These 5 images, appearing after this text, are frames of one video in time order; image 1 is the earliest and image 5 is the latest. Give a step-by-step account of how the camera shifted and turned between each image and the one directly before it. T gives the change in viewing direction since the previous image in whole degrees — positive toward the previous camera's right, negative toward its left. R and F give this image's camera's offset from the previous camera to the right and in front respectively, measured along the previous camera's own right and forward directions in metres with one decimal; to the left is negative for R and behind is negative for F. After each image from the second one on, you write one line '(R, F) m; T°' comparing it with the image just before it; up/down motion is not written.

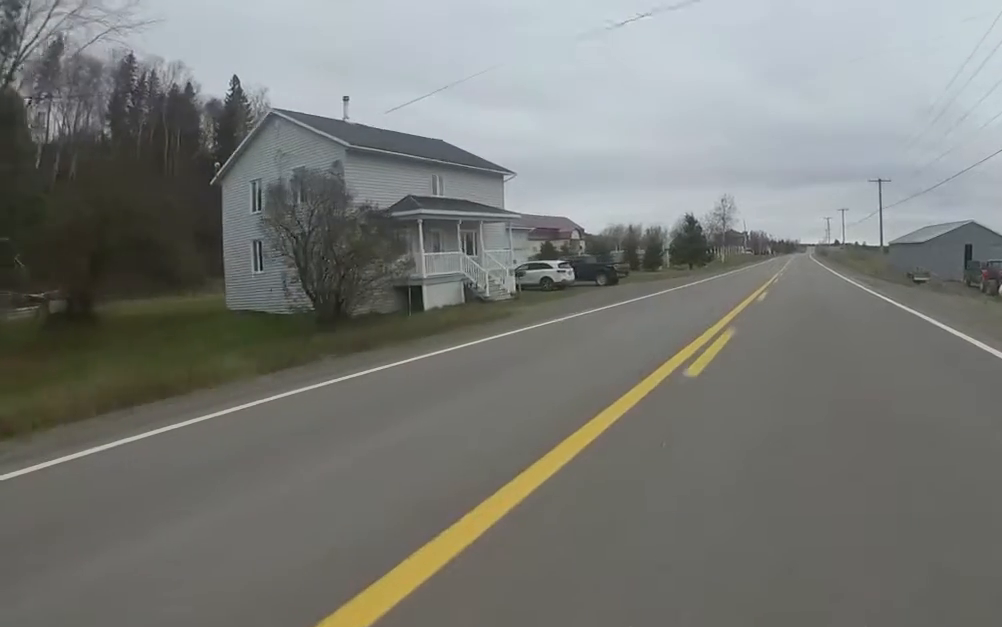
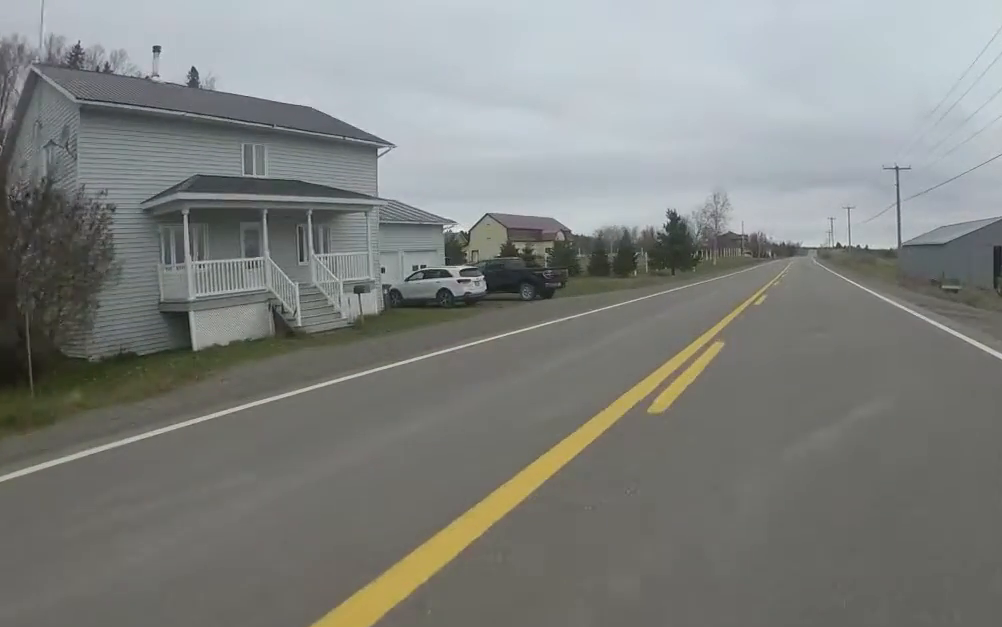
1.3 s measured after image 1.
(+0.3, +10.1) m; -3°
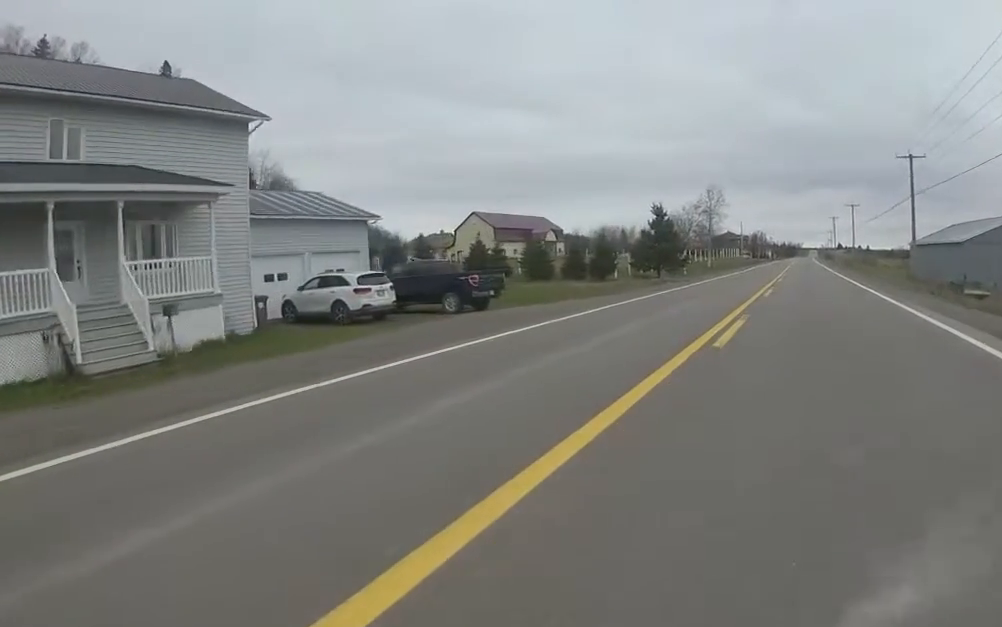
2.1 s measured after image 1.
(-0.8, +6.2) m; 0°
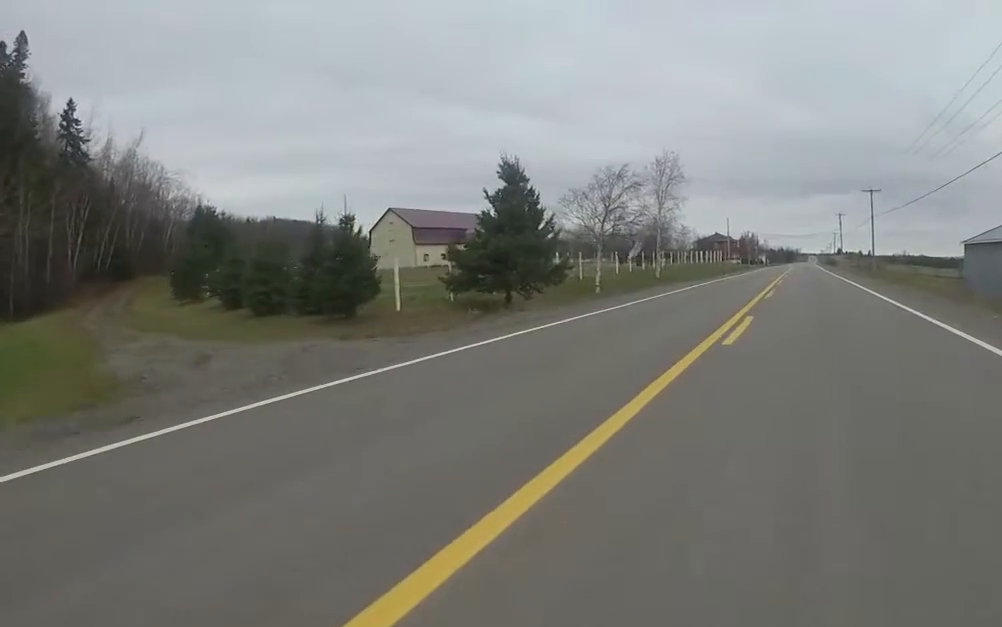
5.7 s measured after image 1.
(+0.7, +27.2) m; +3°
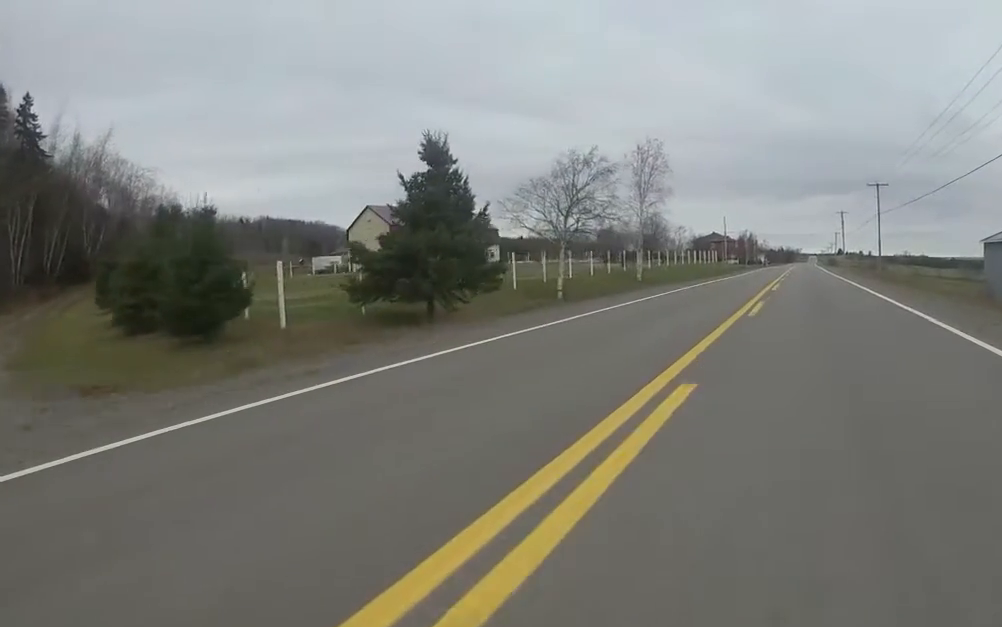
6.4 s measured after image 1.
(+0.2, +5.7) m; +2°
